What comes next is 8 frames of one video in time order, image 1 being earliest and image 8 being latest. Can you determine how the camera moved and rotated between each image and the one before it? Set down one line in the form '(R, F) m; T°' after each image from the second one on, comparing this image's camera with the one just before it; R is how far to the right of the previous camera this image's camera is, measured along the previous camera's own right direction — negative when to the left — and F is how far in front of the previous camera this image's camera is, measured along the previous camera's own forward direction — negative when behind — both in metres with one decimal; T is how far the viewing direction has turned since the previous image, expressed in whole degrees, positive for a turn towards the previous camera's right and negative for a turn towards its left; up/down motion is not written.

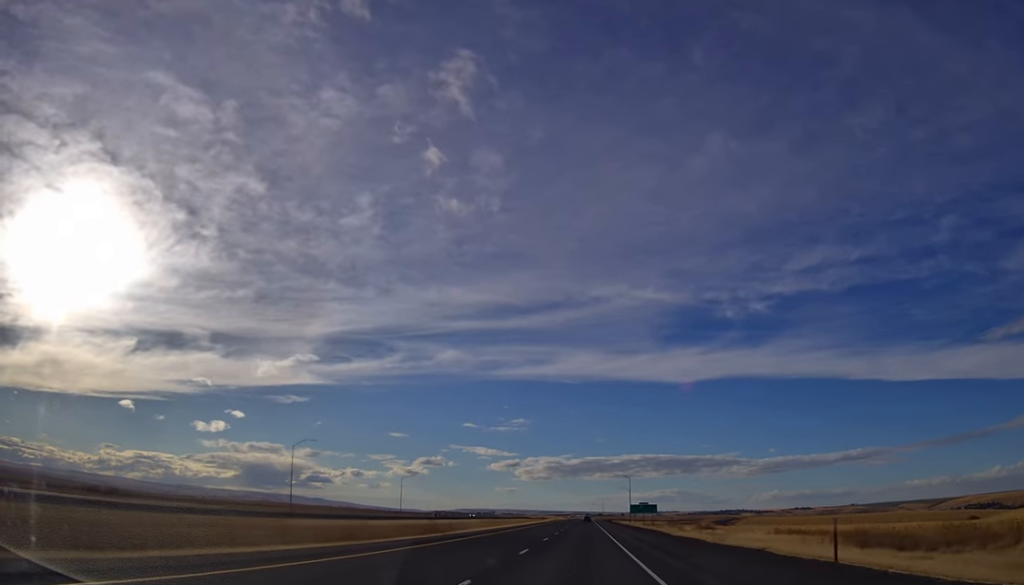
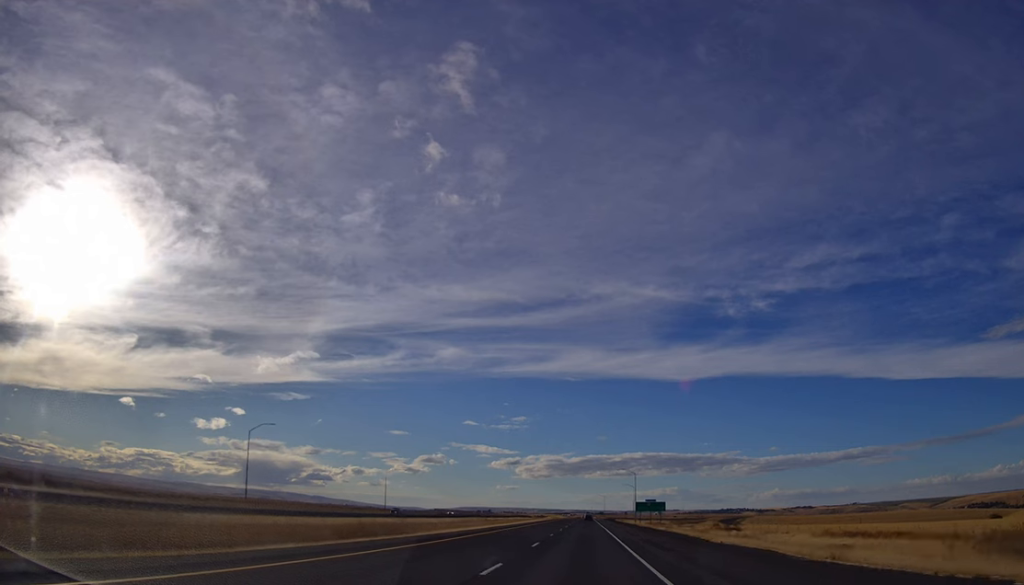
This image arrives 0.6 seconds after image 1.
(0.0, +20.8) m; 0°
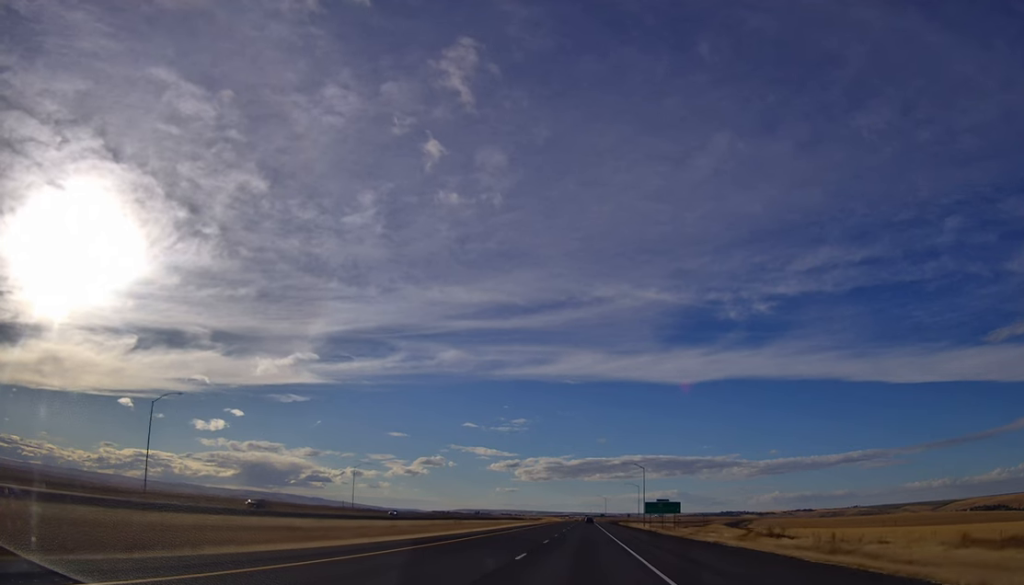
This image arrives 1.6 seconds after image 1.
(0.0, +31.6) m; -1°
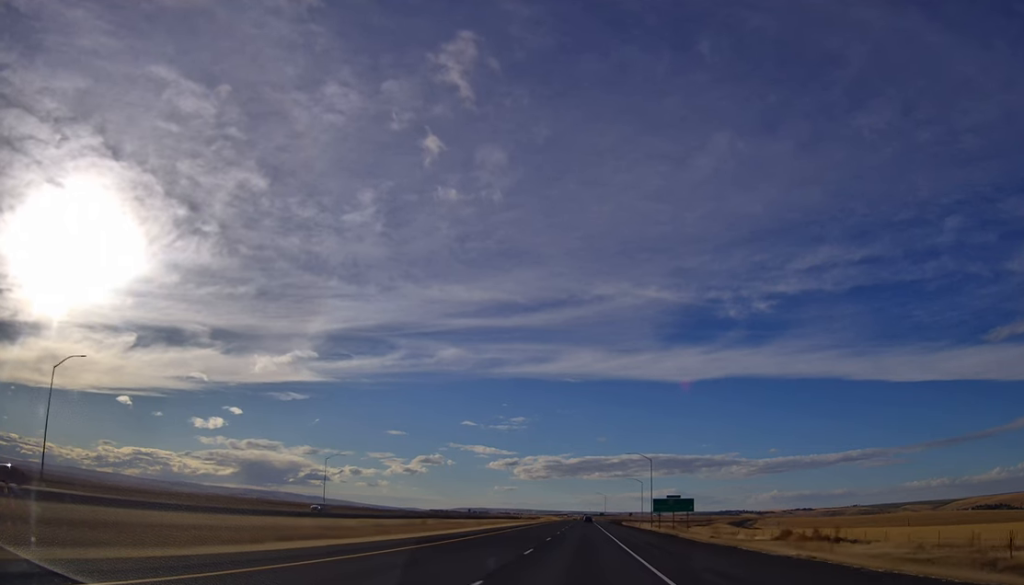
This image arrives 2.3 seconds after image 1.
(0.0, +21.7) m; 0°
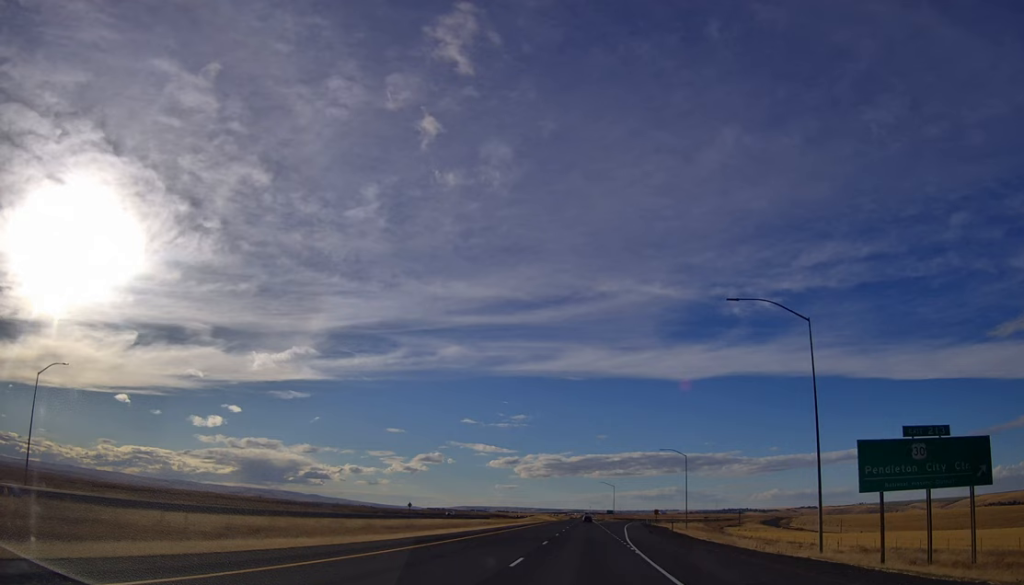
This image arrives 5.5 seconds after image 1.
(+1.0, +103.6) m; +1°
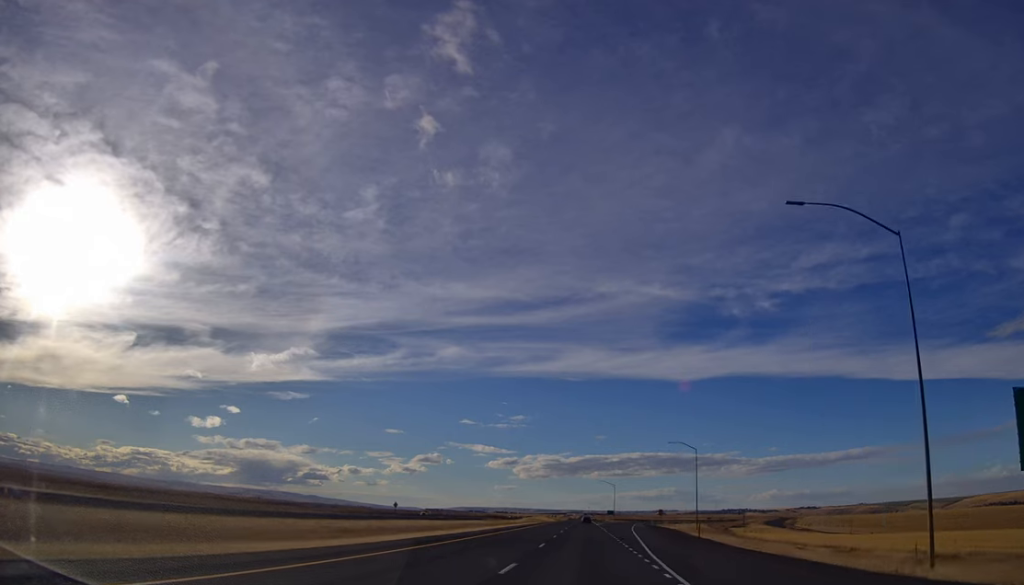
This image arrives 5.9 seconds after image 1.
(0.0, +14.1) m; +1°
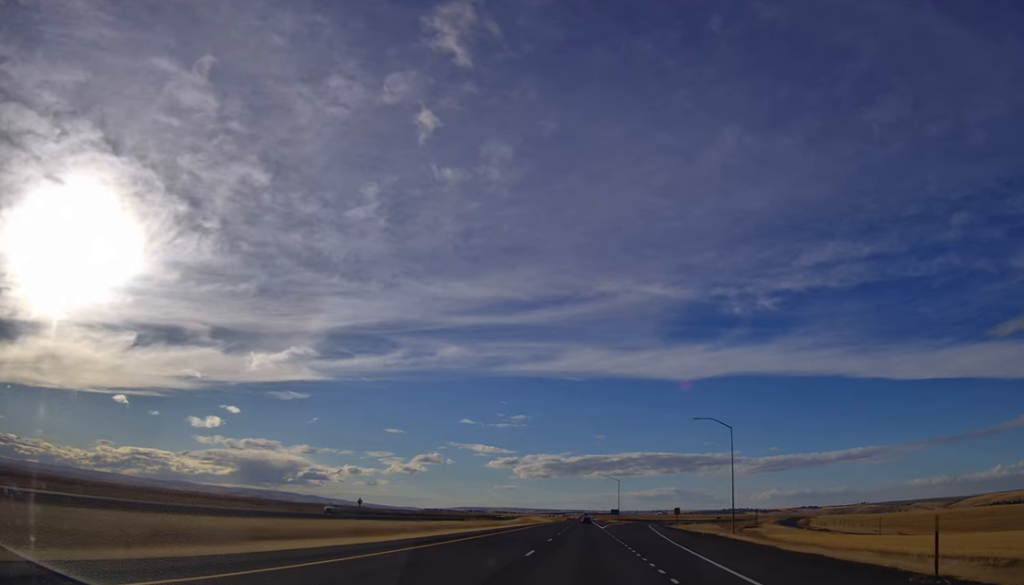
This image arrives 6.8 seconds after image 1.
(+0.4, +30.4) m; 0°
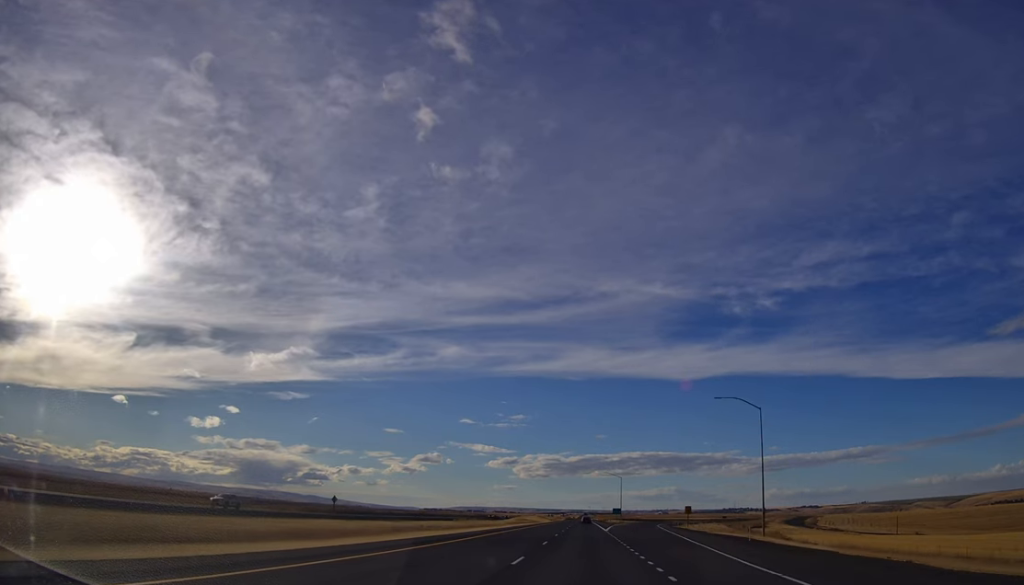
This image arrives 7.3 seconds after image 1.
(0.0, +16.2) m; 0°
